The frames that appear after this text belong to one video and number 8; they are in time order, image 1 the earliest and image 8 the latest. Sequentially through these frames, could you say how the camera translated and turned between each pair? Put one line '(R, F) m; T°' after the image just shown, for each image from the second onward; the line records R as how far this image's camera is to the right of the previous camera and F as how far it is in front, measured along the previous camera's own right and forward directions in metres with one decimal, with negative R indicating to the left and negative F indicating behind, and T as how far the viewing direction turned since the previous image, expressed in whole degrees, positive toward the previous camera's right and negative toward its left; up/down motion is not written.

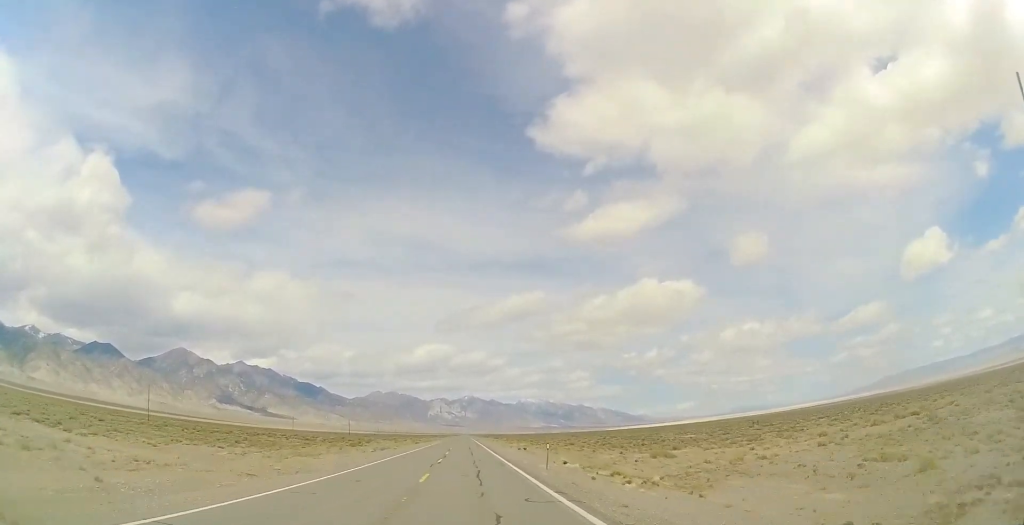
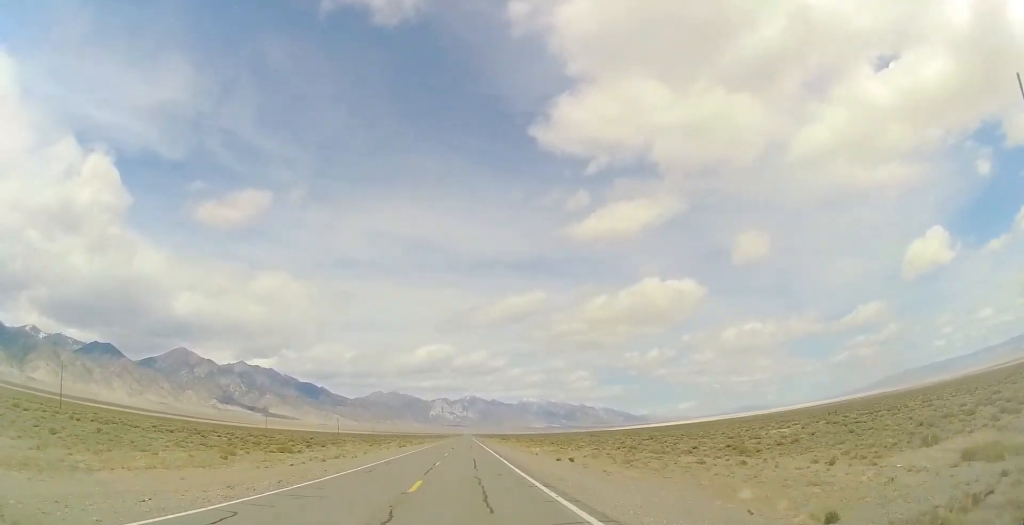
(0.0, +27.6) m; 0°
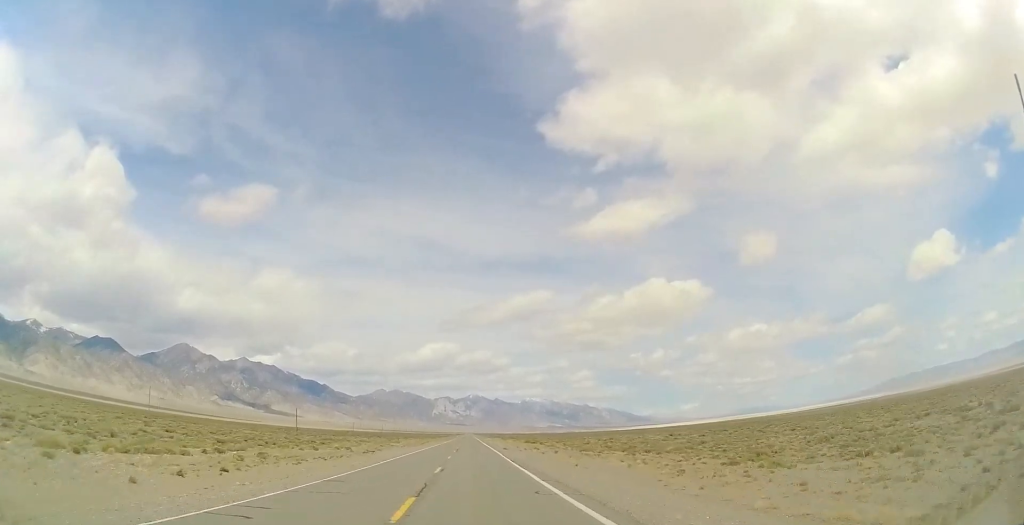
(-0.7, +66.4) m; 0°
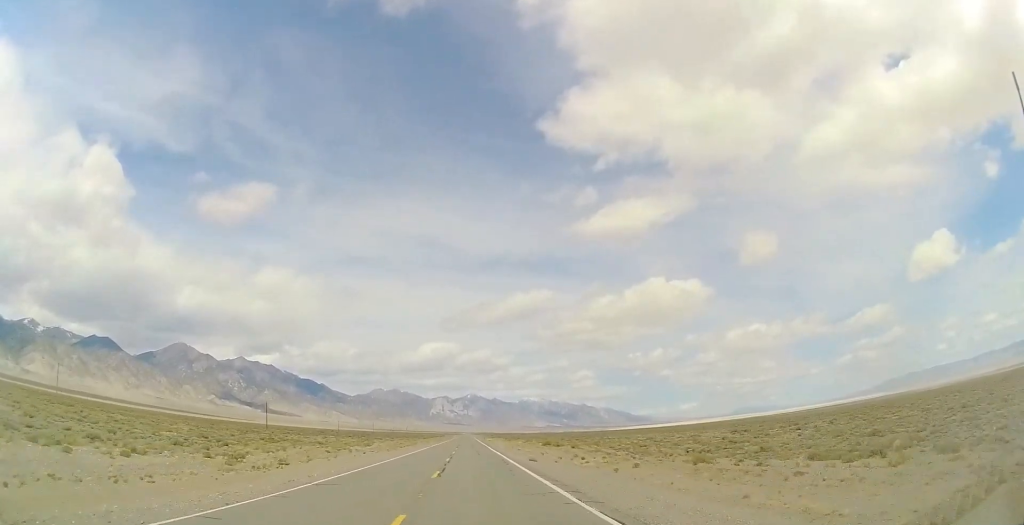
(+0.3, +27.0) m; +1°
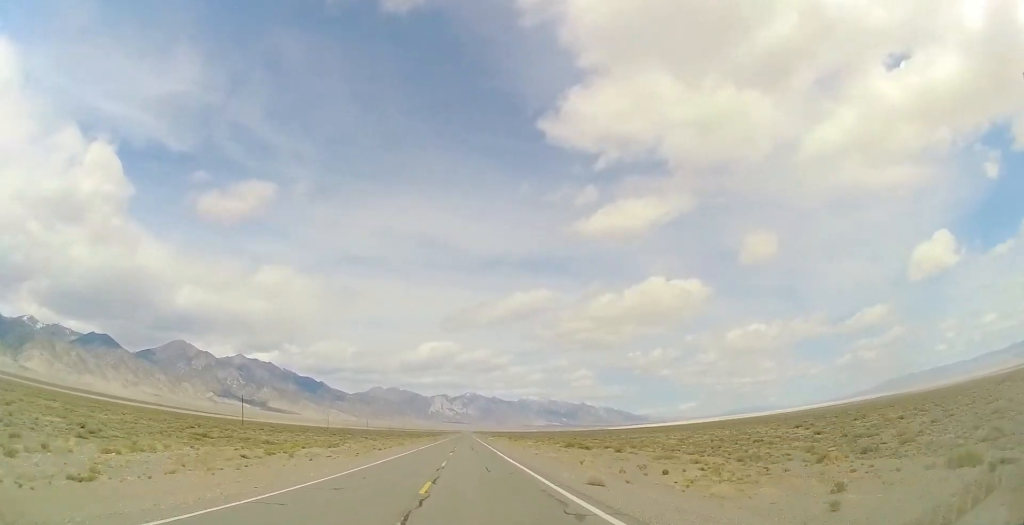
(+0.3, +17.3) m; 0°
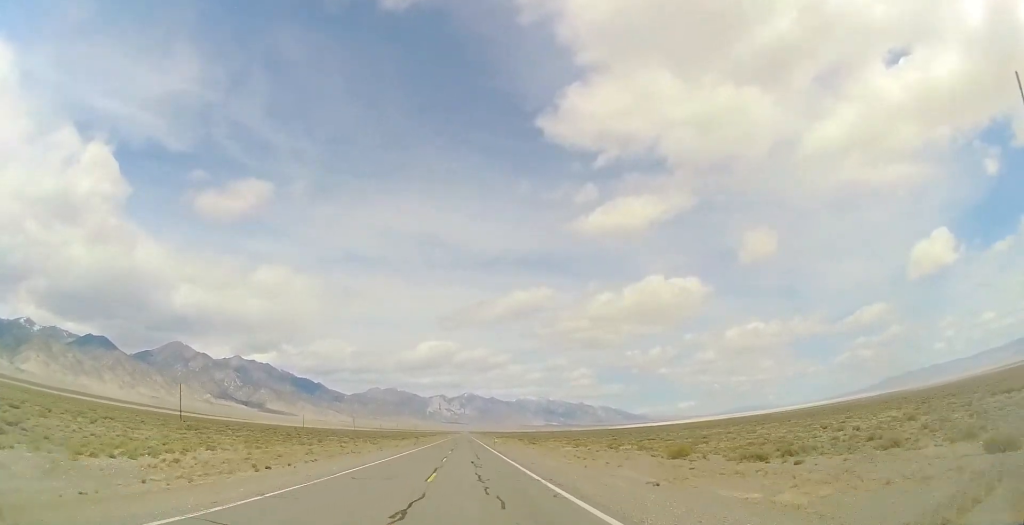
(-0.4, +32.6) m; -1°
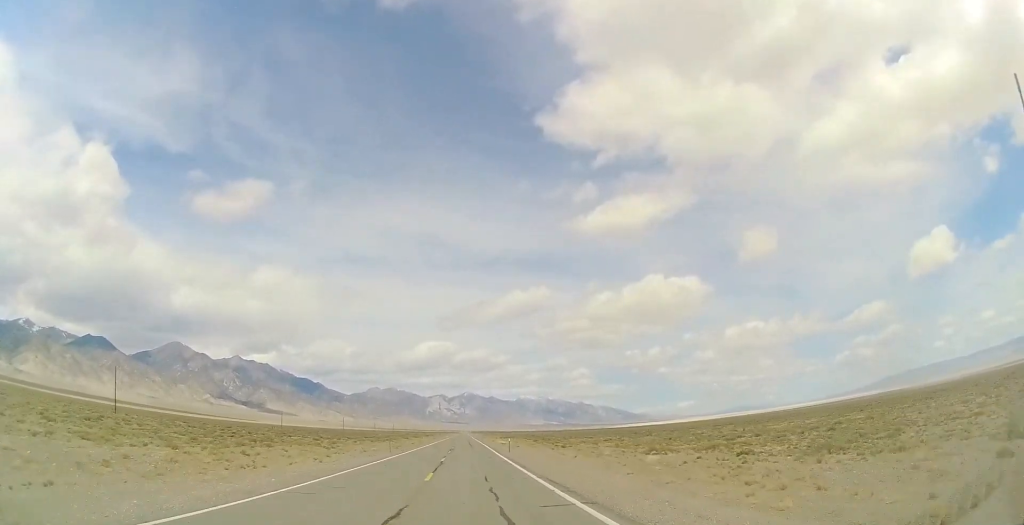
(0.0, +24.2) m; 0°
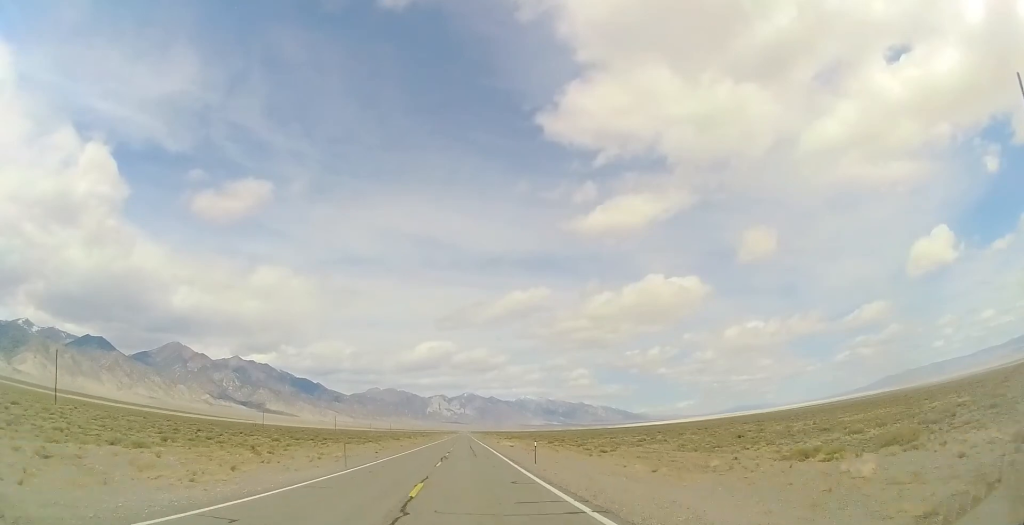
(0.0, +16.6) m; 0°
